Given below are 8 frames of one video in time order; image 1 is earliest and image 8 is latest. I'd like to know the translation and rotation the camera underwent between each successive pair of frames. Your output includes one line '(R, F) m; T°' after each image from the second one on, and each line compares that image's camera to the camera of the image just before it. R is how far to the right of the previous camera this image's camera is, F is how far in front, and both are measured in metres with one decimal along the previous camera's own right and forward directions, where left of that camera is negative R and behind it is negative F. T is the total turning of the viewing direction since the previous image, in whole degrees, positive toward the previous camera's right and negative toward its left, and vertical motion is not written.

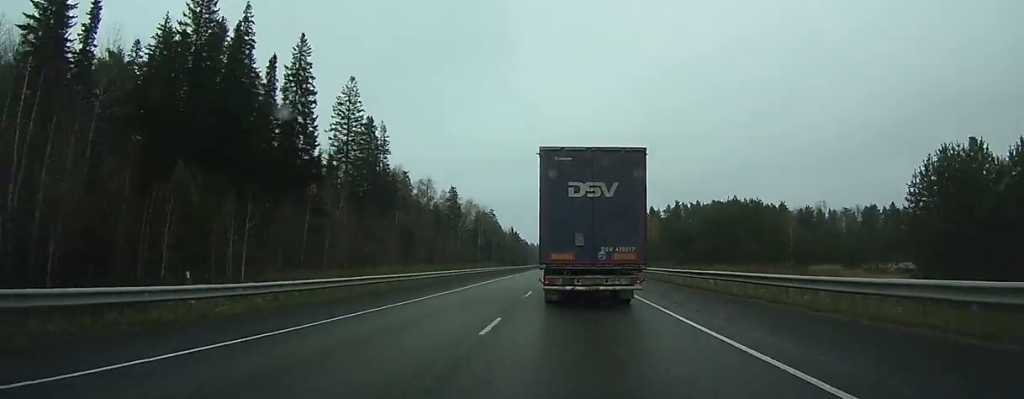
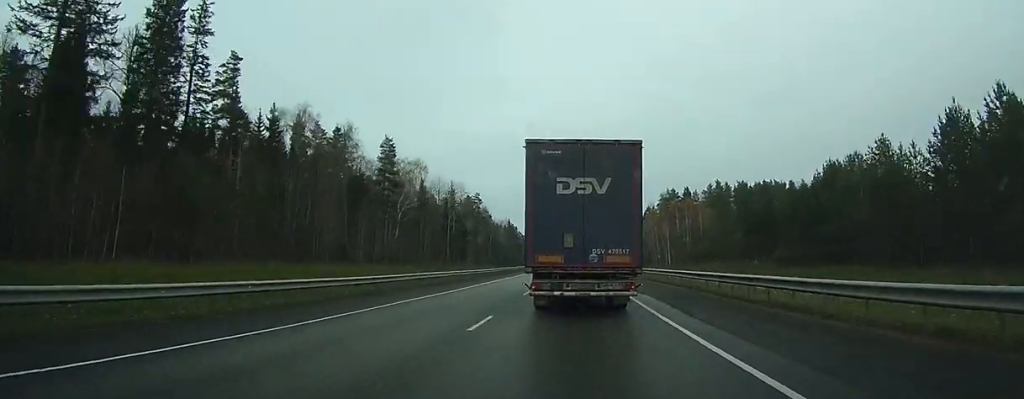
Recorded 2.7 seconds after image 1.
(+0.1, +63.3) m; 0°
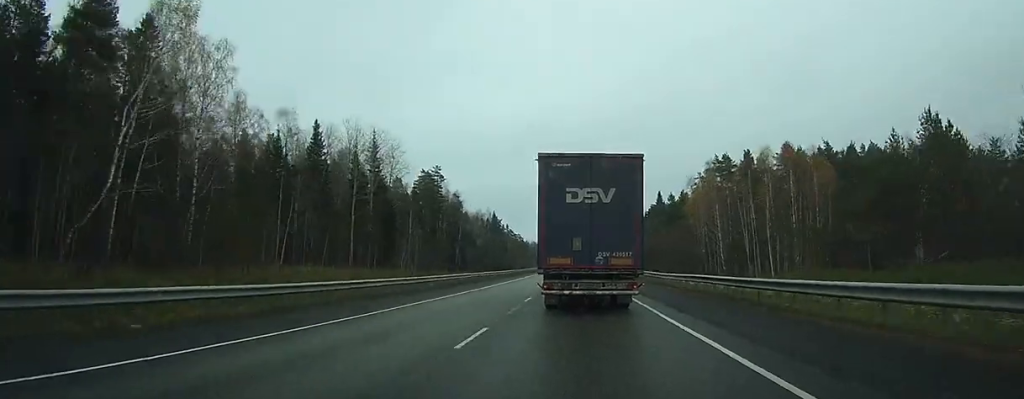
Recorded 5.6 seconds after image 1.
(-0.8, +64.6) m; -1°
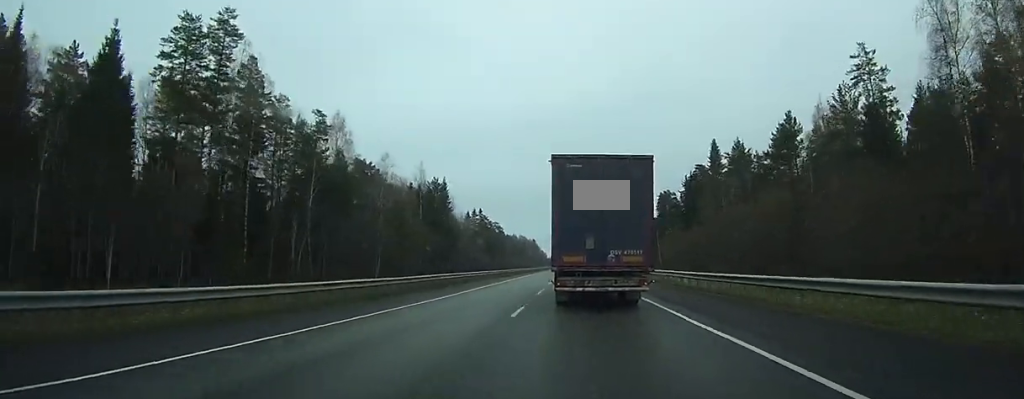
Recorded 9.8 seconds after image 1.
(-0.3, +90.5) m; 0°
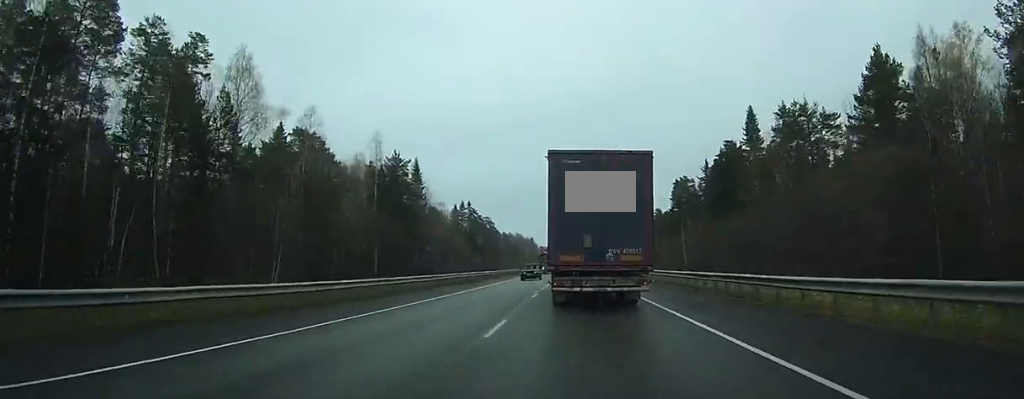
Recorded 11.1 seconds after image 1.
(+0.1, +27.5) m; 0°
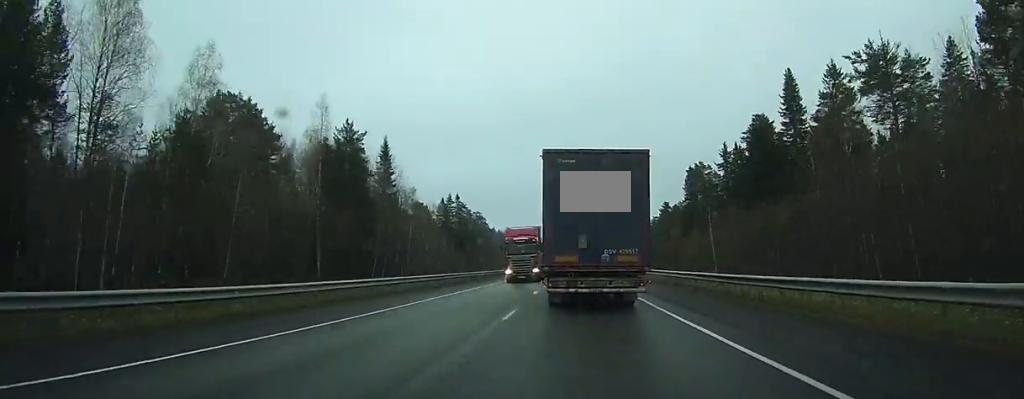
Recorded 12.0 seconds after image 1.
(+0.1, +20.3) m; 0°
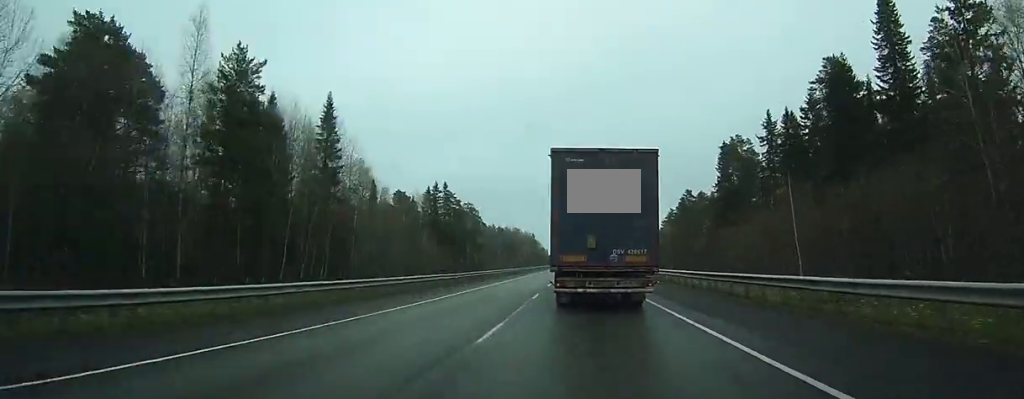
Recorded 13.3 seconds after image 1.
(0.0, +27.6) m; 0°
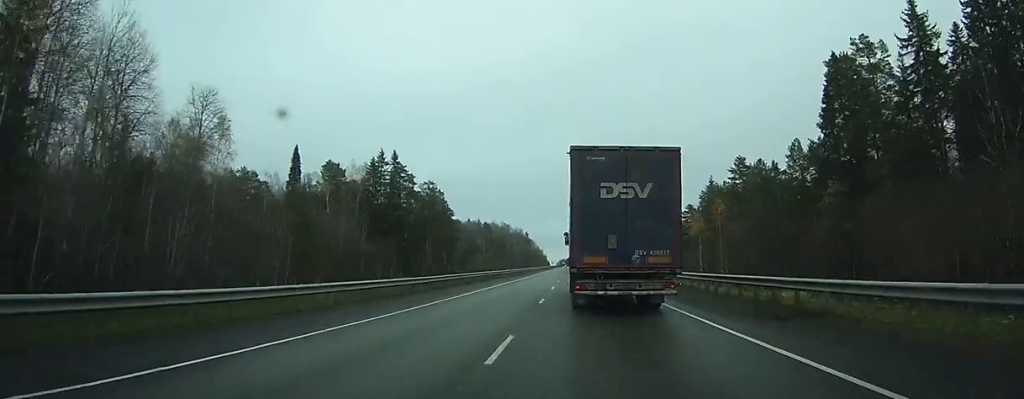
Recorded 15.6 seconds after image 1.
(0.0, +49.4) m; 0°
